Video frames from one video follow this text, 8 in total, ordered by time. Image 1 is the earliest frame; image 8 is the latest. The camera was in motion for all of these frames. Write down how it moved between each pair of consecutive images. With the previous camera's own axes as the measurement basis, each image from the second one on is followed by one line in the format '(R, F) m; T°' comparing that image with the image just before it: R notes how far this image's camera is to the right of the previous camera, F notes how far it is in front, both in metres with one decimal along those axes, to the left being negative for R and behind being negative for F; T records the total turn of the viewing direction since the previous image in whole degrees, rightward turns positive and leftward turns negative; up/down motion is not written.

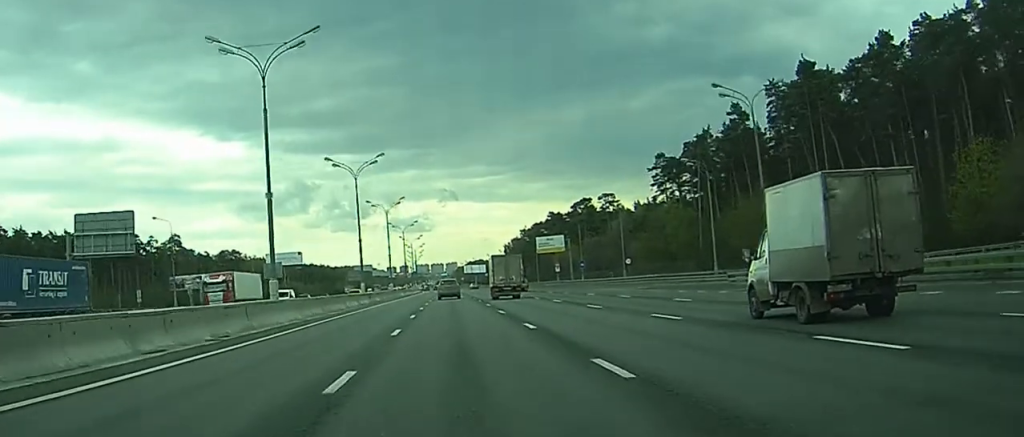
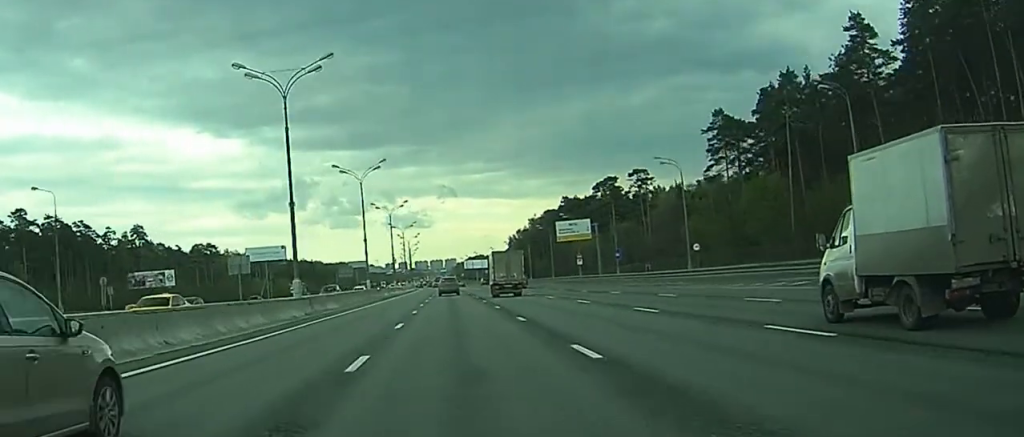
(+0.1, +33.6) m; +1°
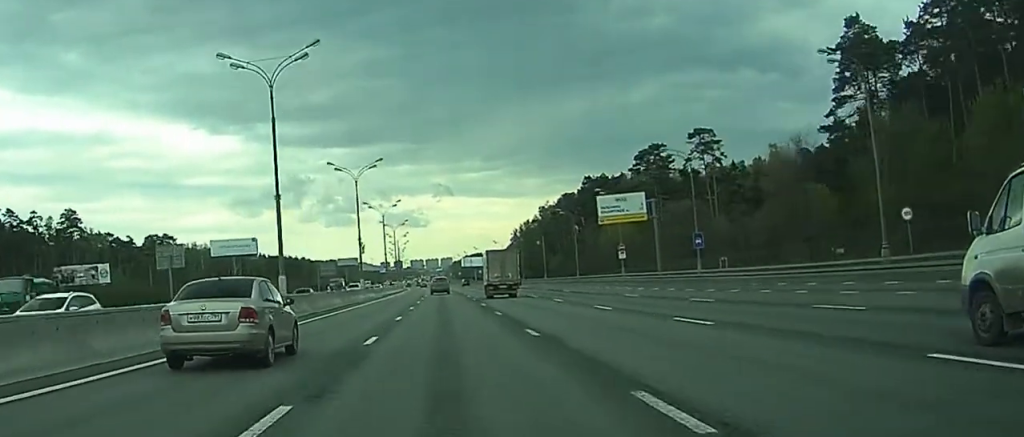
(+0.5, +41.8) m; 0°
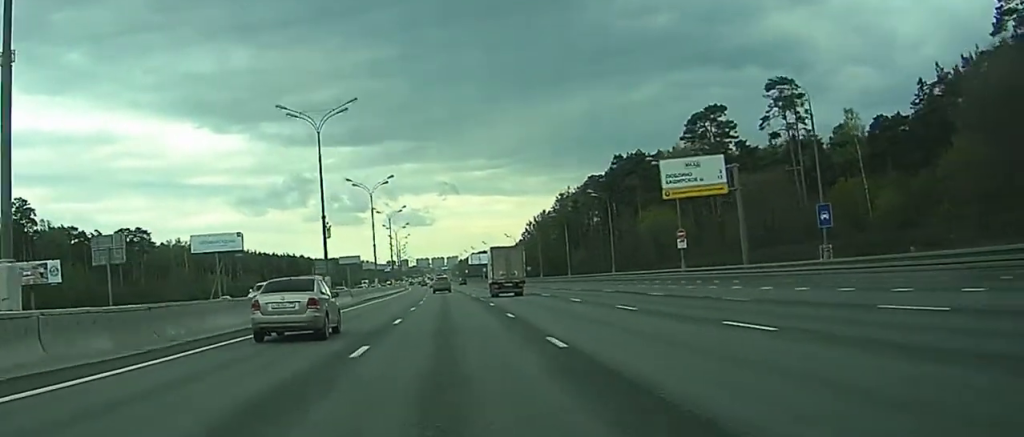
(-0.3, +27.1) m; -1°
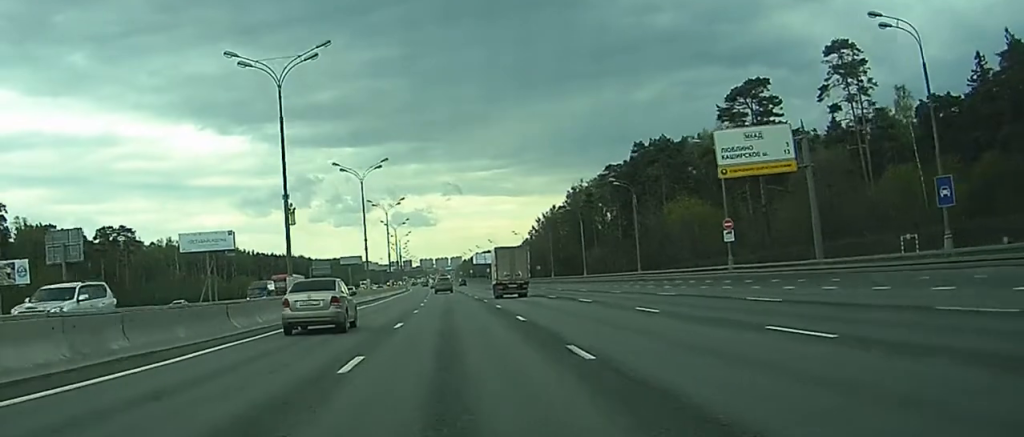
(0.0, +13.8) m; 0°
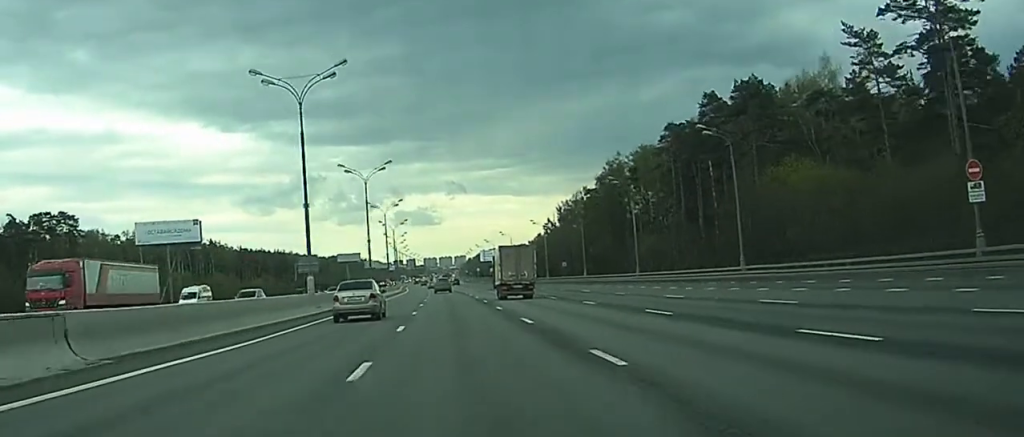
(+0.3, +34.2) m; 0°
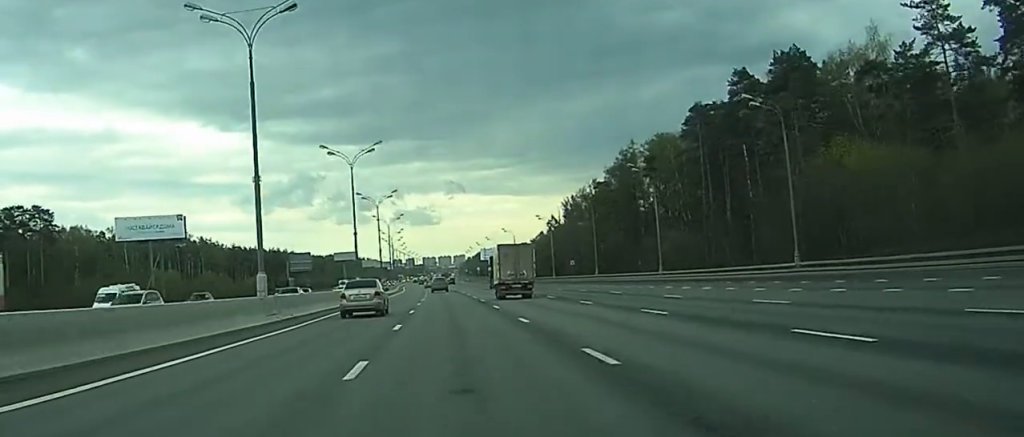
(0.0, +10.1) m; 0°
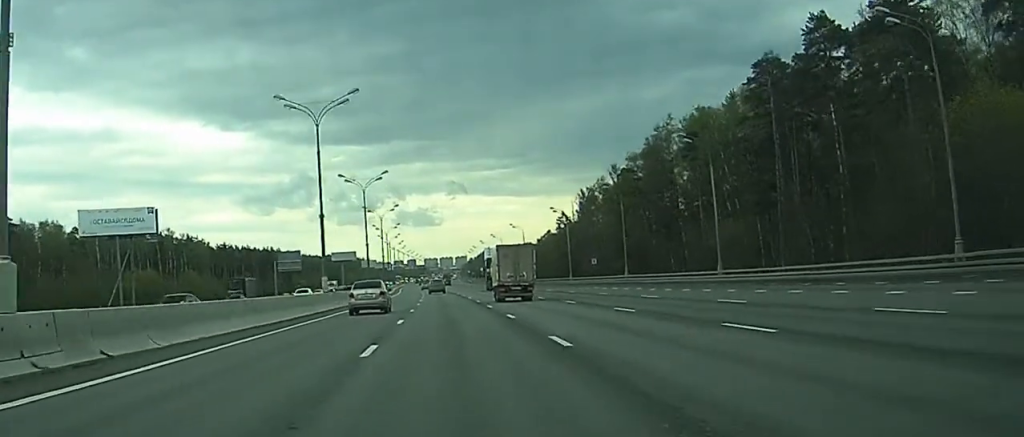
(0.0, +16.4) m; 0°
